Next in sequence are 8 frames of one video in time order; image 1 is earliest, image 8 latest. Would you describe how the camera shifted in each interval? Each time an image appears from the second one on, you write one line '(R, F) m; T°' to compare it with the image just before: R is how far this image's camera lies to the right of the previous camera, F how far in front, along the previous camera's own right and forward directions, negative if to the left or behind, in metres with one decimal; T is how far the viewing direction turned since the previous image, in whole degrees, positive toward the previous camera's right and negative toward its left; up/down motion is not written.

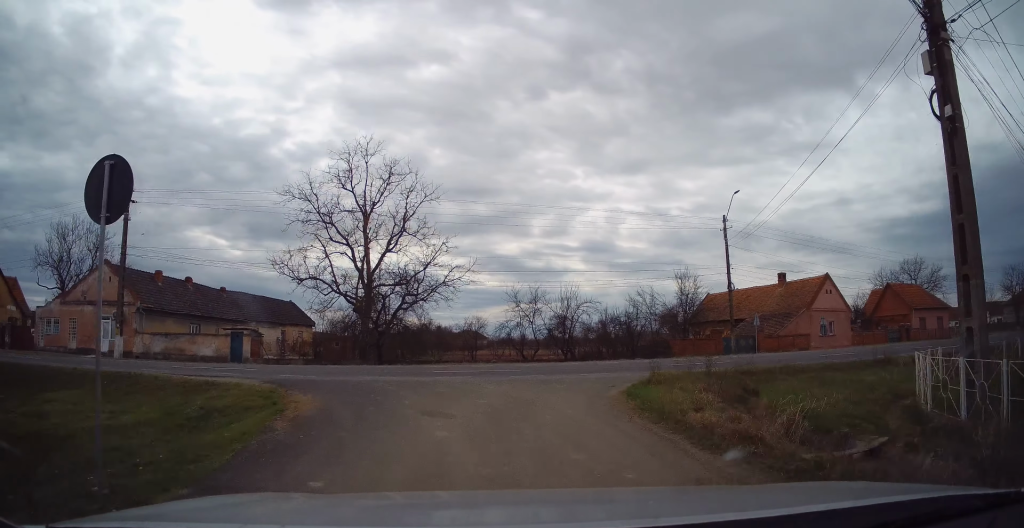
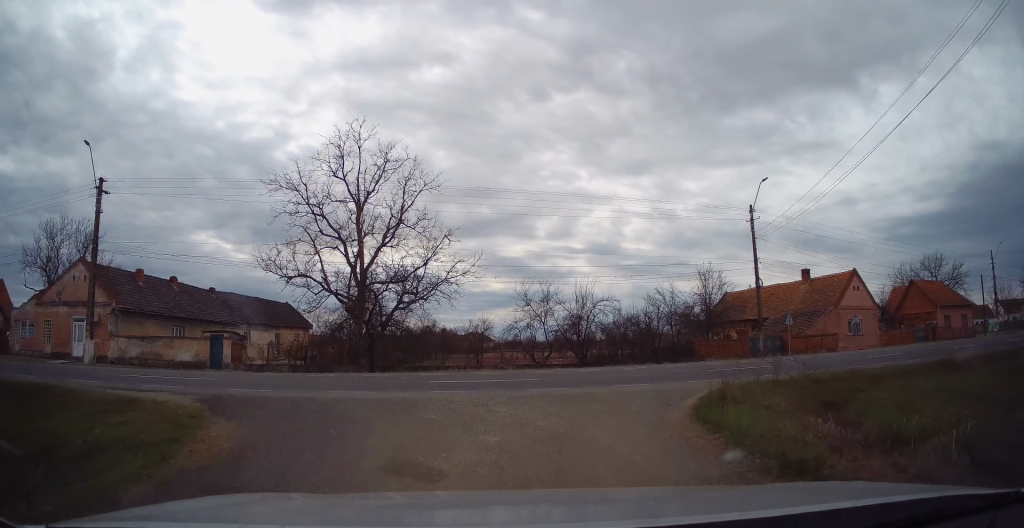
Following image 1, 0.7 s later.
(0.0, +2.9) m; -1°
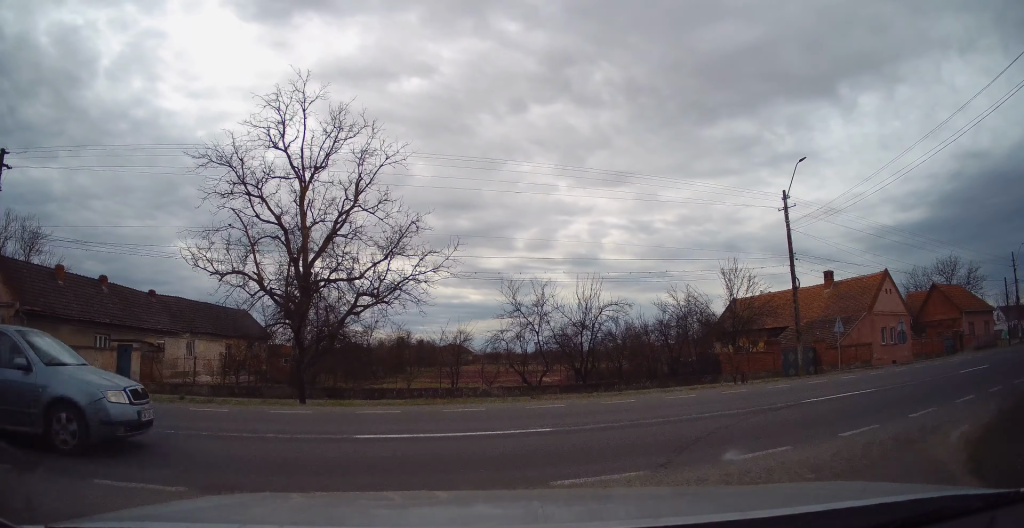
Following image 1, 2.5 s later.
(-0.4, +6.5) m; -6°
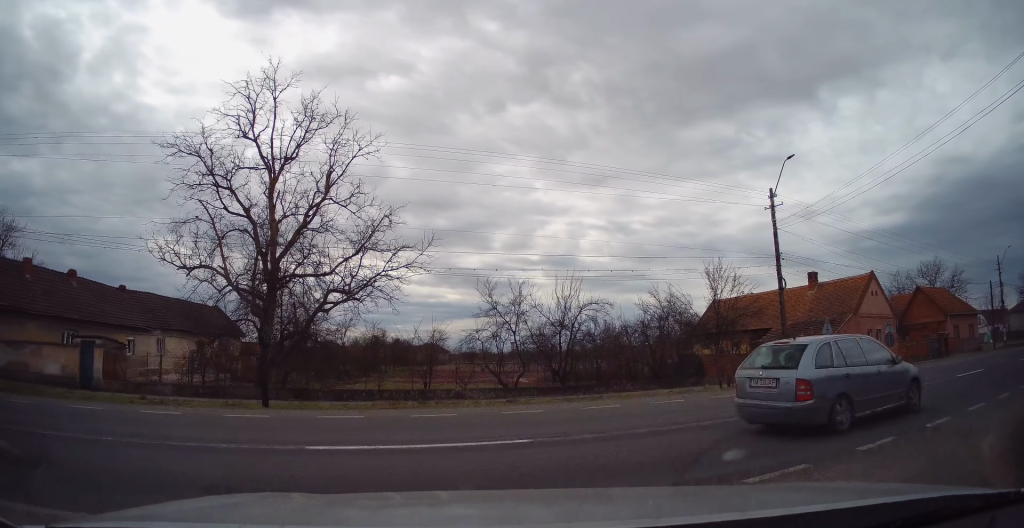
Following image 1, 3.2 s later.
(0.0, +1.8) m; +10°
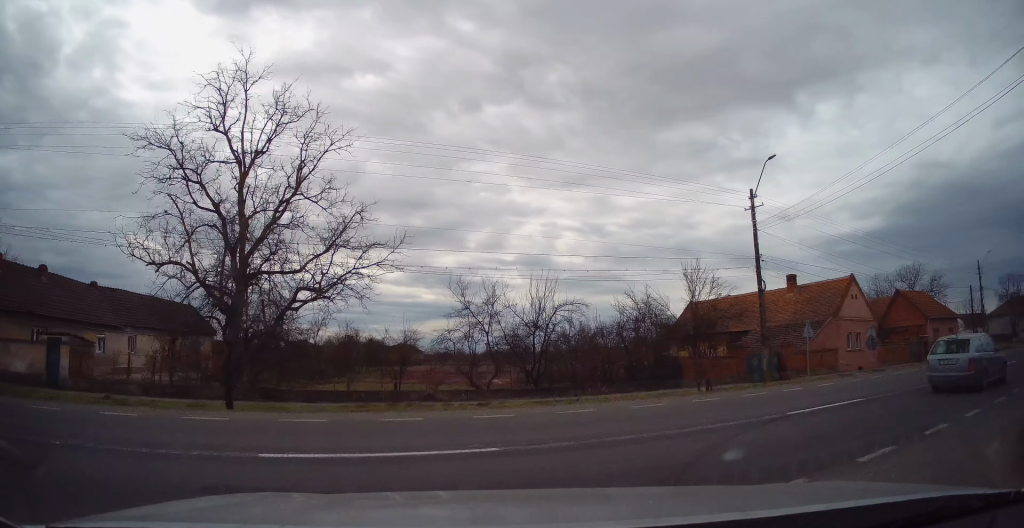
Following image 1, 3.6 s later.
(-0.2, +1.0) m; +12°
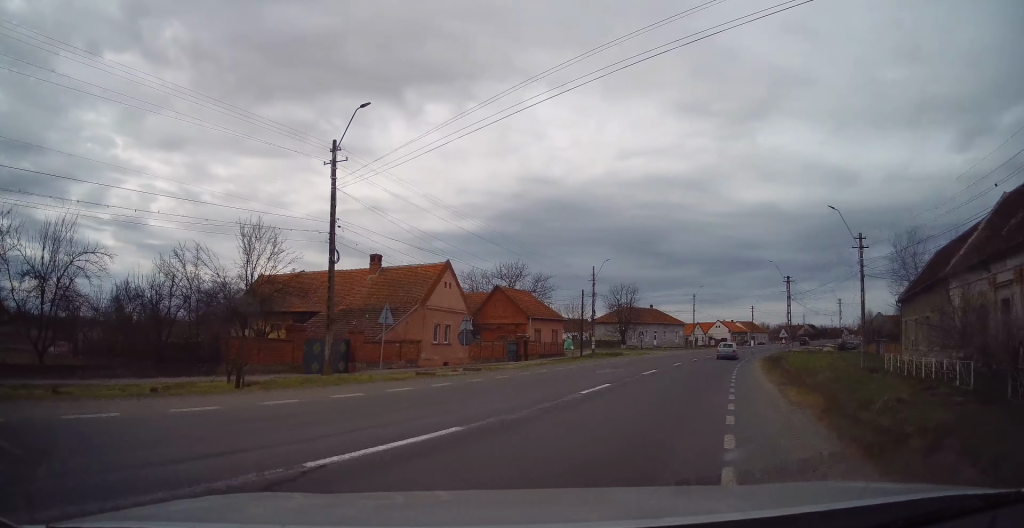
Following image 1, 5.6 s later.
(+2.7, +5.1) m; +37°
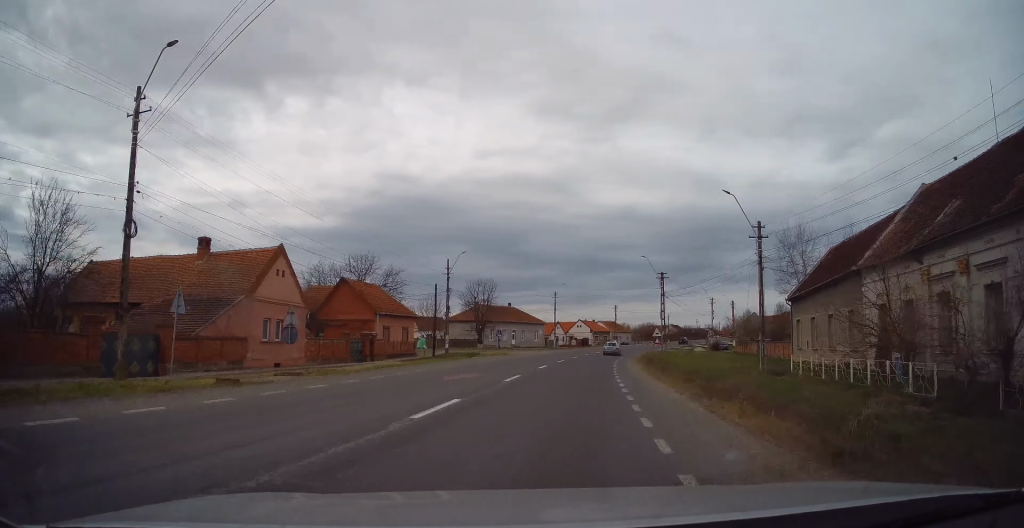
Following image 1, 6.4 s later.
(+0.3, +4.1) m; +10°
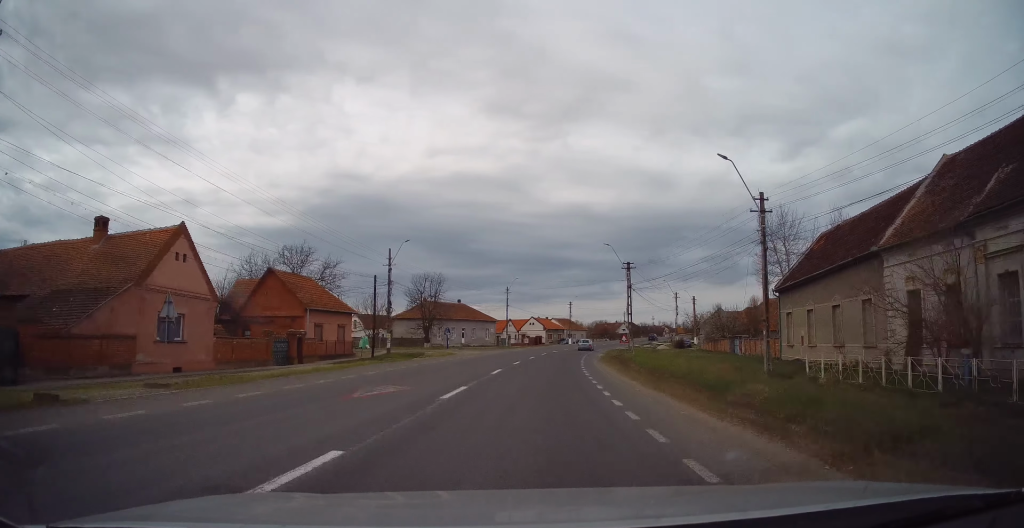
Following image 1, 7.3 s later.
(+0.5, +4.8) m; +7°
